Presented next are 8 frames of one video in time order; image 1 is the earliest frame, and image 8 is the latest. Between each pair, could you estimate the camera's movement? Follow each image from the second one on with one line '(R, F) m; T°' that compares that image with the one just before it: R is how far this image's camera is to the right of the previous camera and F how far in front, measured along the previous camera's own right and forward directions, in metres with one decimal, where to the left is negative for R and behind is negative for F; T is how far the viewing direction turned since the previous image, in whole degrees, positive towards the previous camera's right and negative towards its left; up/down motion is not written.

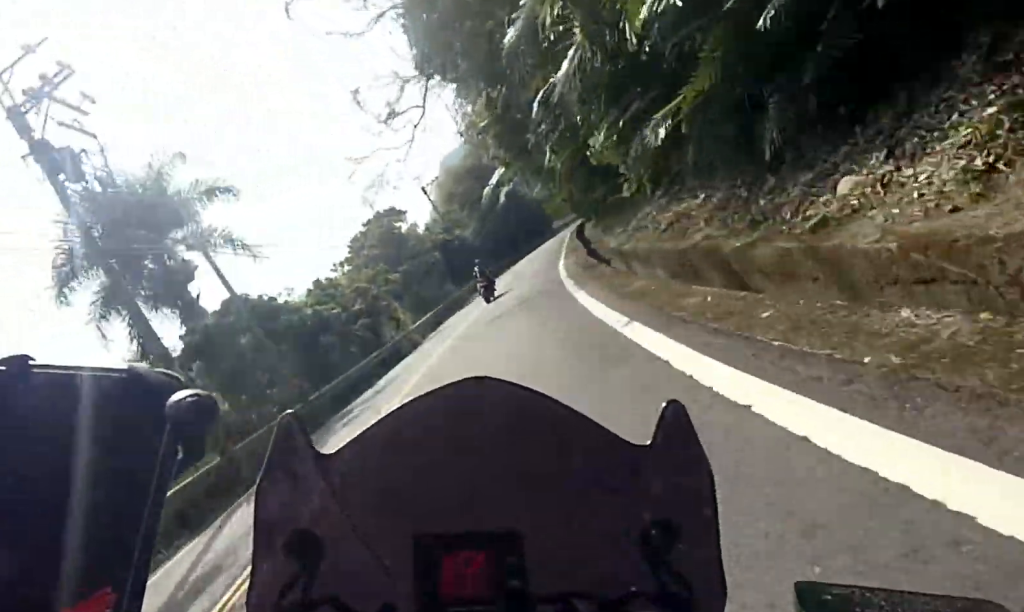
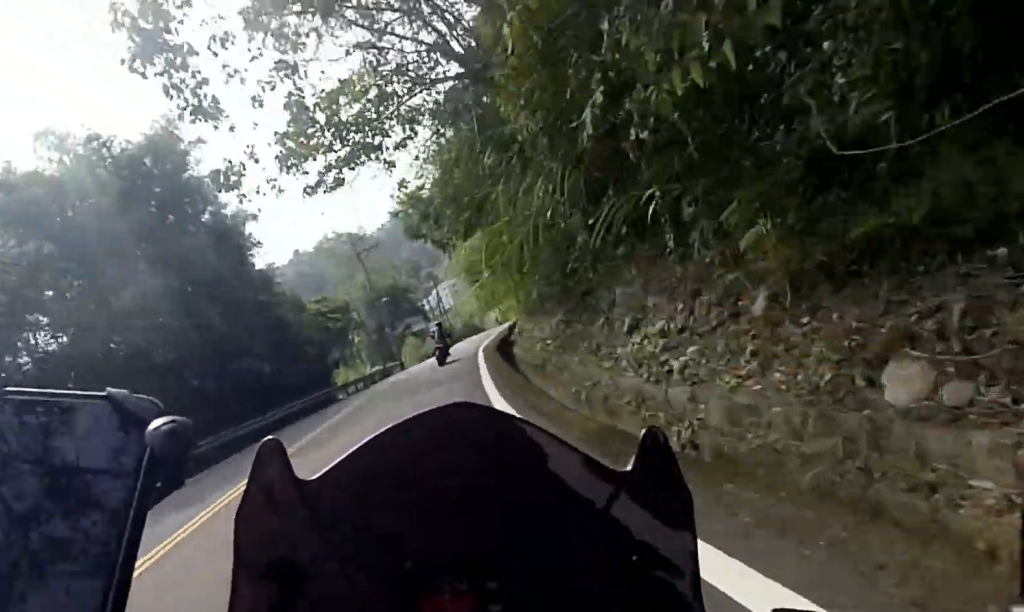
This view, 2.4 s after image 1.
(+17.7, +49.7) m; +35°
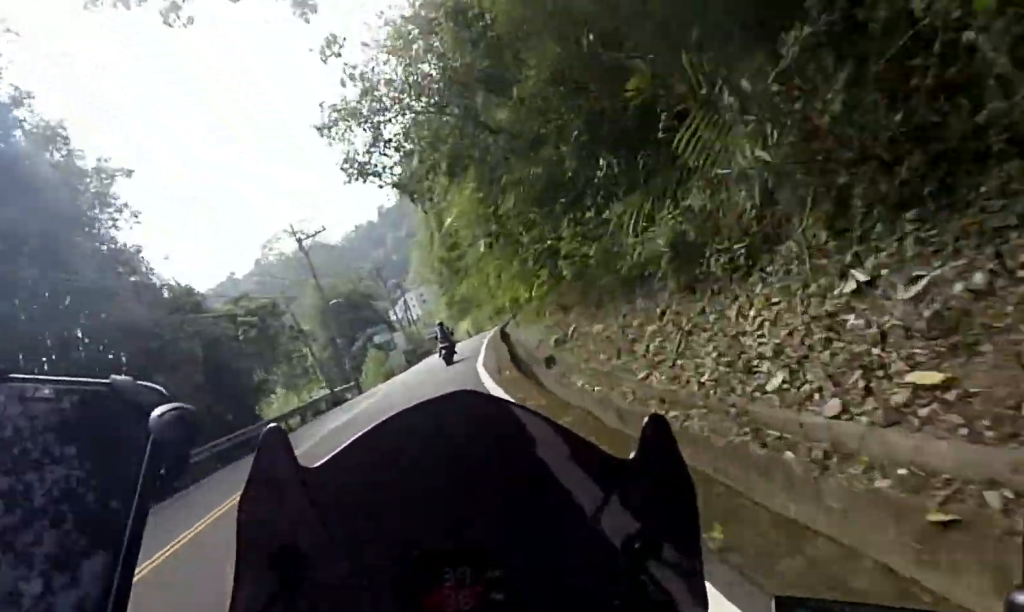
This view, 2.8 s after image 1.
(+1.0, +11.5) m; +4°
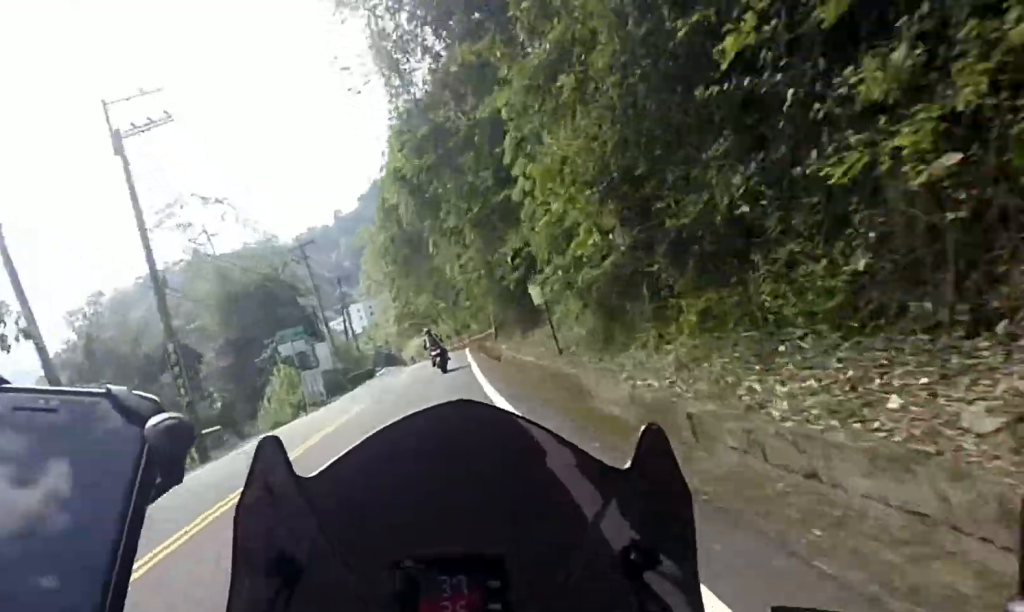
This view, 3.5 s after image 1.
(+0.3, +18.2) m; -1°
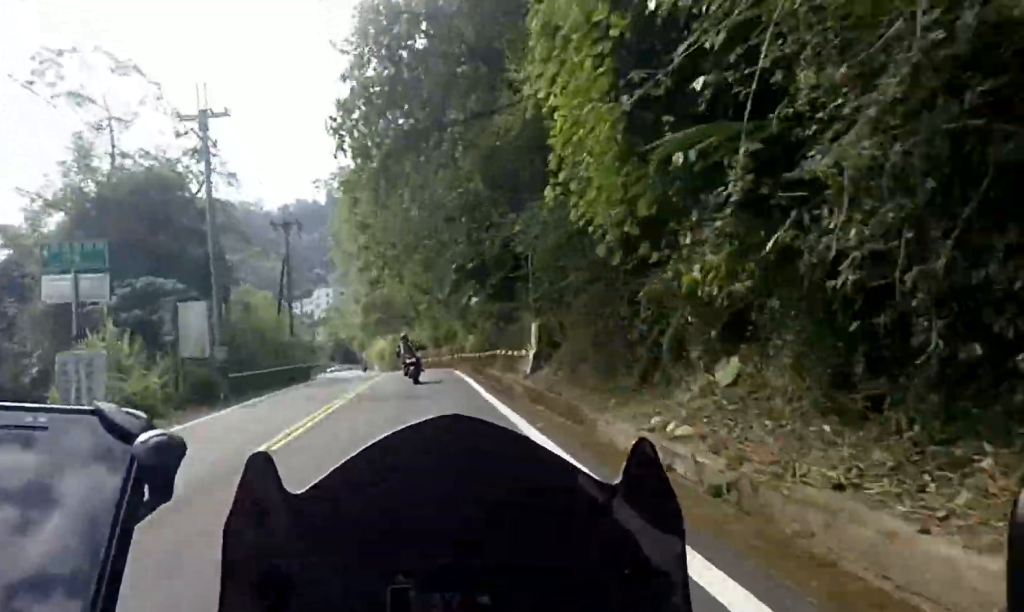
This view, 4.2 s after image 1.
(-0.3, +18.4) m; -3°
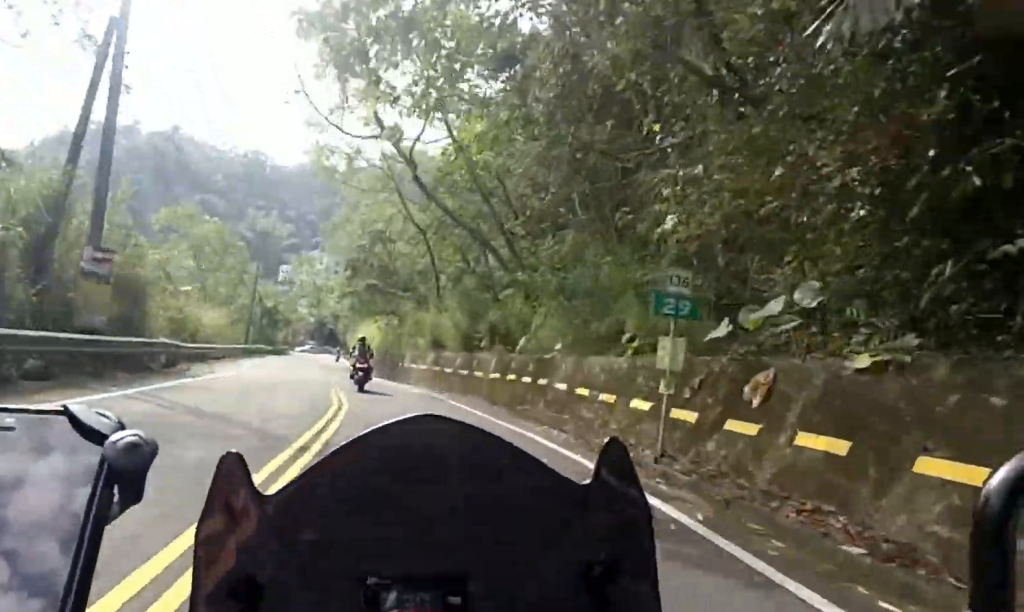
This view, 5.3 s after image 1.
(-1.6, +25.6) m; -5°
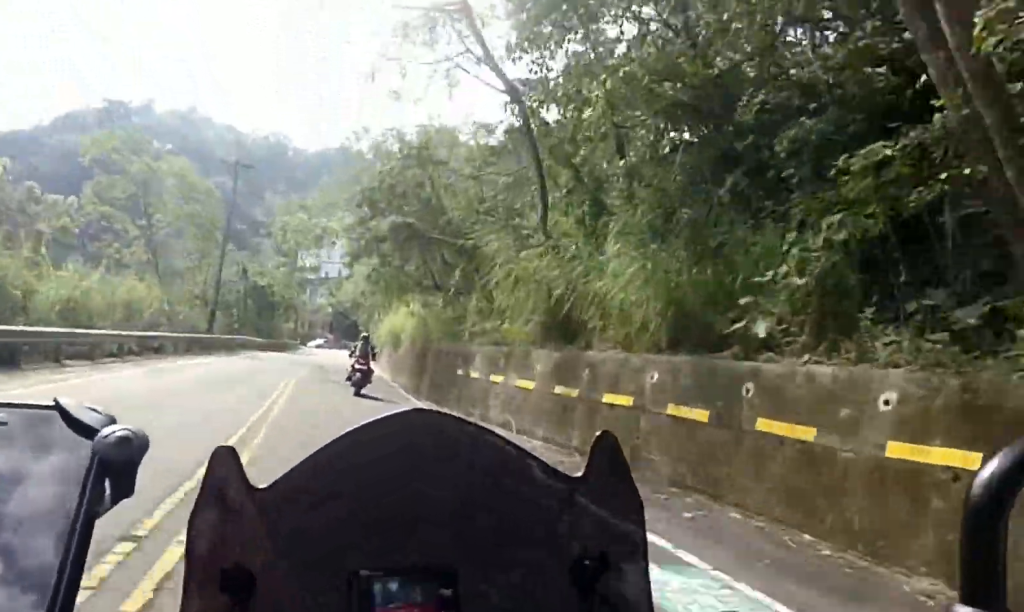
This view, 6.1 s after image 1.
(-0.8, +17.9) m; -1°
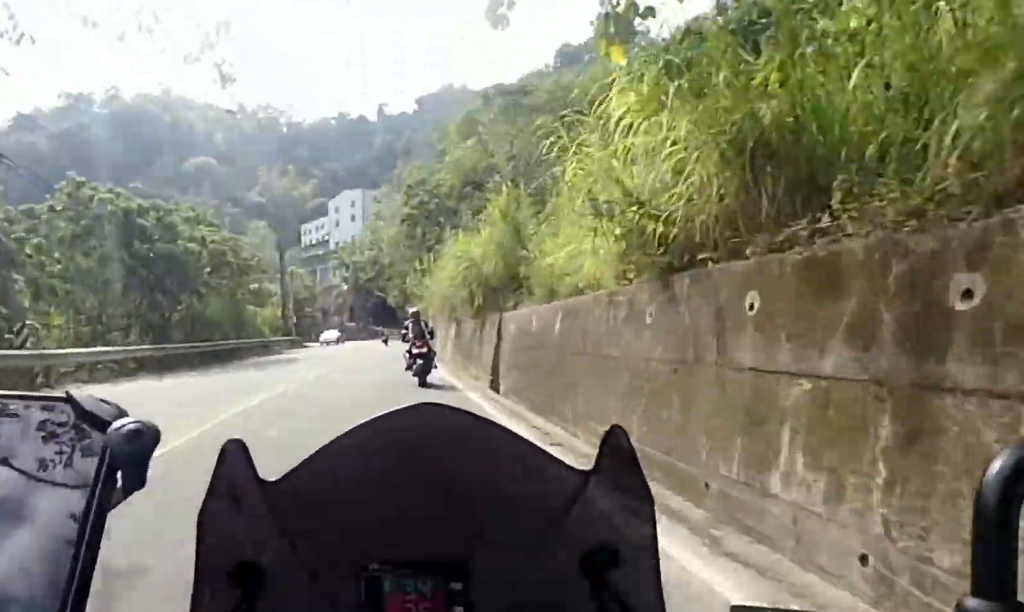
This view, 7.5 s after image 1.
(+0.1, +28.4) m; -2°
